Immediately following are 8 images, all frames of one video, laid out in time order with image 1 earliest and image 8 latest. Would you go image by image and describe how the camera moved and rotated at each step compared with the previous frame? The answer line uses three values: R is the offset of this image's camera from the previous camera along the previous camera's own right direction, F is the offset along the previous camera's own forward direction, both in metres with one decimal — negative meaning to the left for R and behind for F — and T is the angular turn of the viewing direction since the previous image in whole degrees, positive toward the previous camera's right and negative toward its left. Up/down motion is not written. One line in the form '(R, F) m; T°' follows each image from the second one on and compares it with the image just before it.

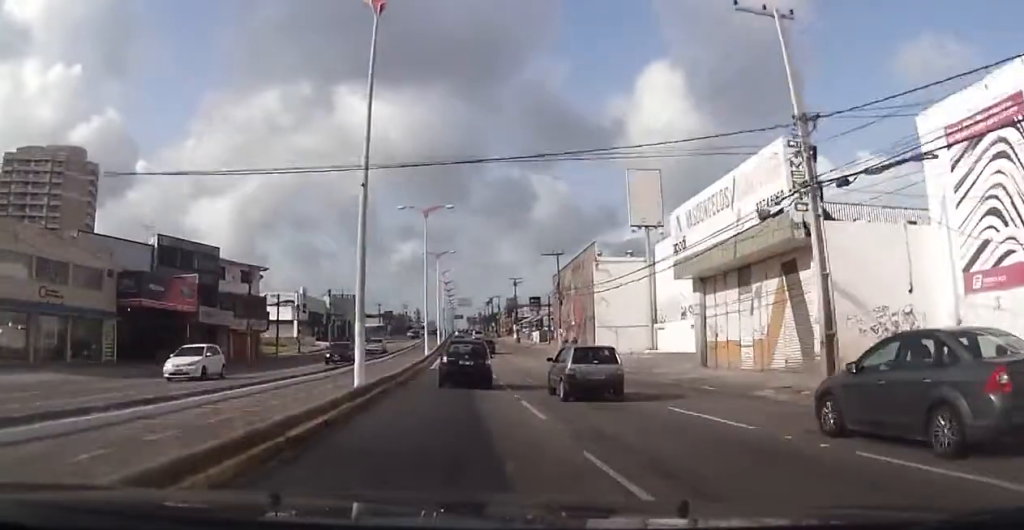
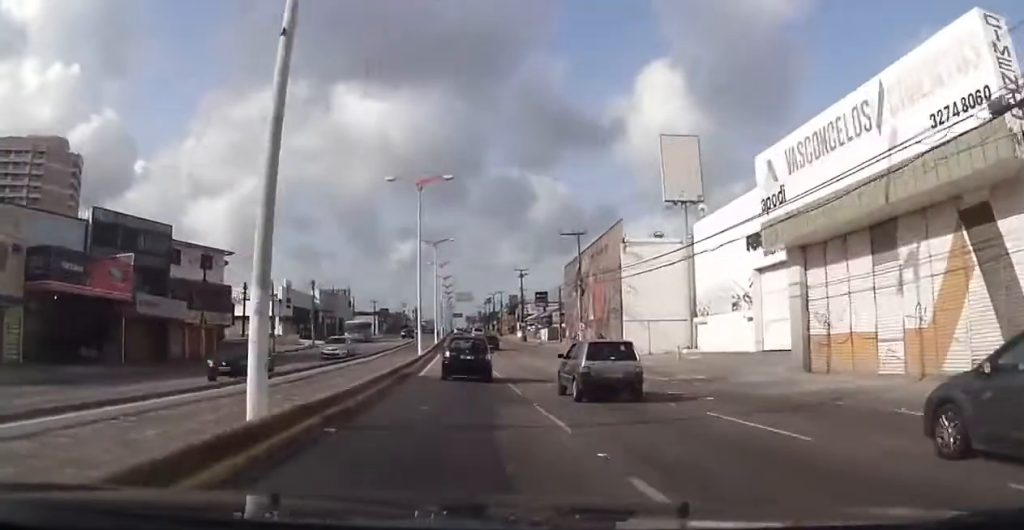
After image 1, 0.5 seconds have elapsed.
(0.0, +10.4) m; +1°
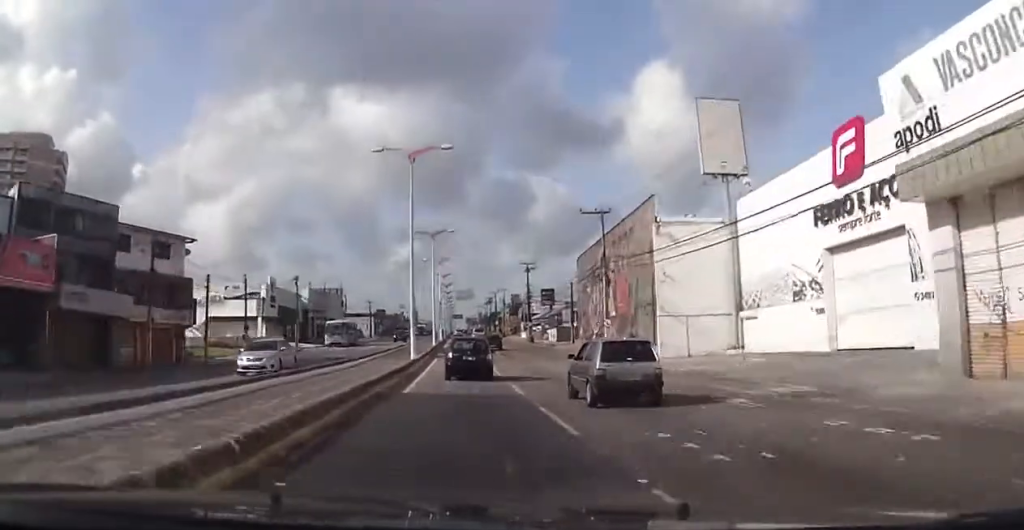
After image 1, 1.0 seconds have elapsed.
(0.0, +8.5) m; +1°
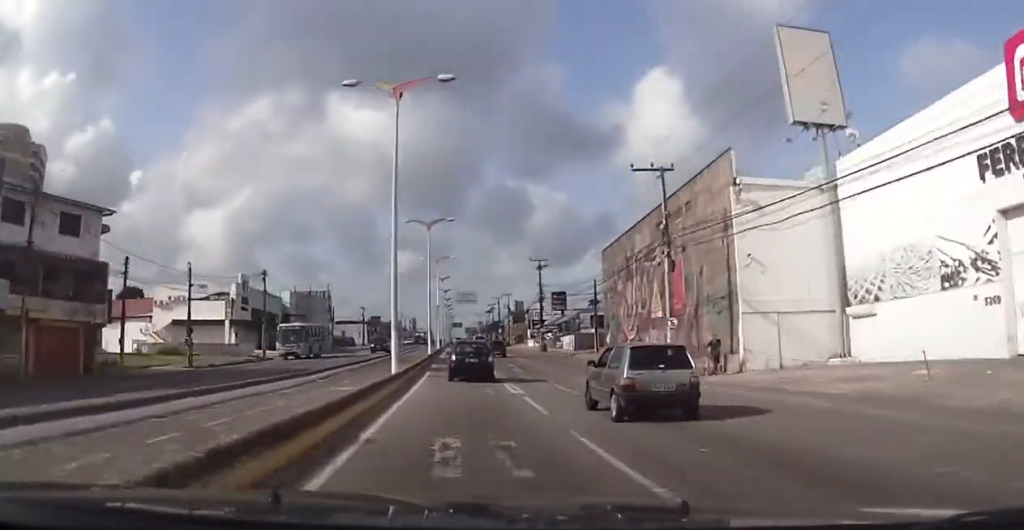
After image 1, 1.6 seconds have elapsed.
(+0.3, +12.4) m; +1°
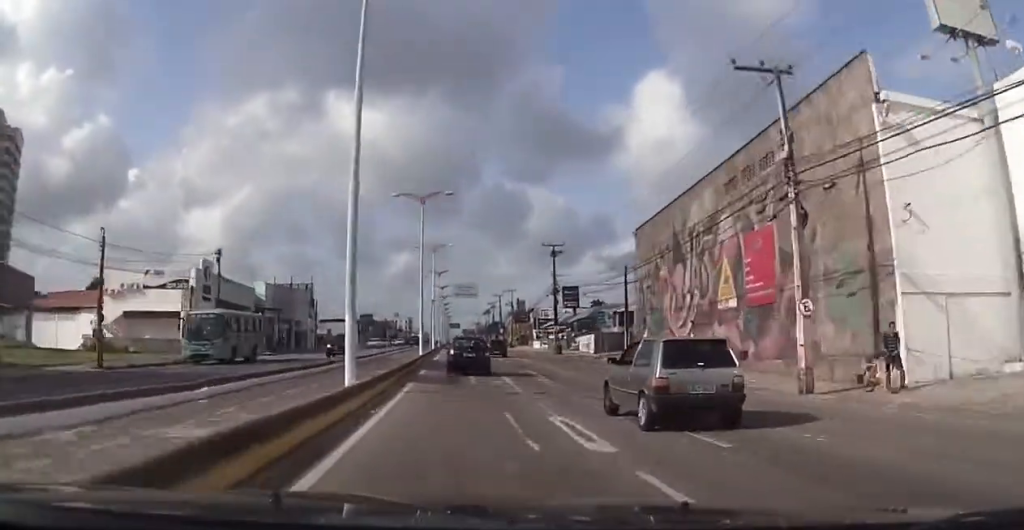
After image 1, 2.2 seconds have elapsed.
(+0.1, +11.7) m; 0°
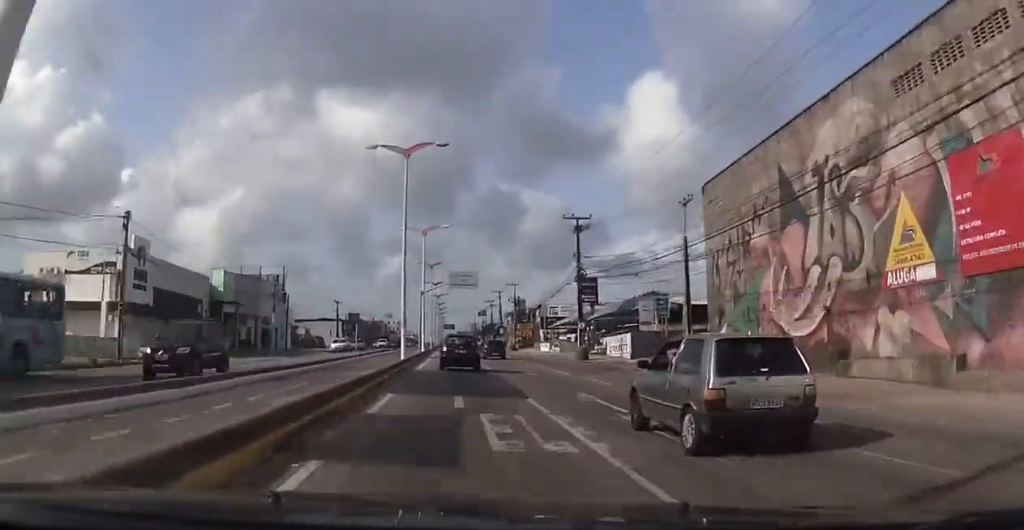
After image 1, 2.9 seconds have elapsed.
(+0.1, +14.3) m; -1°
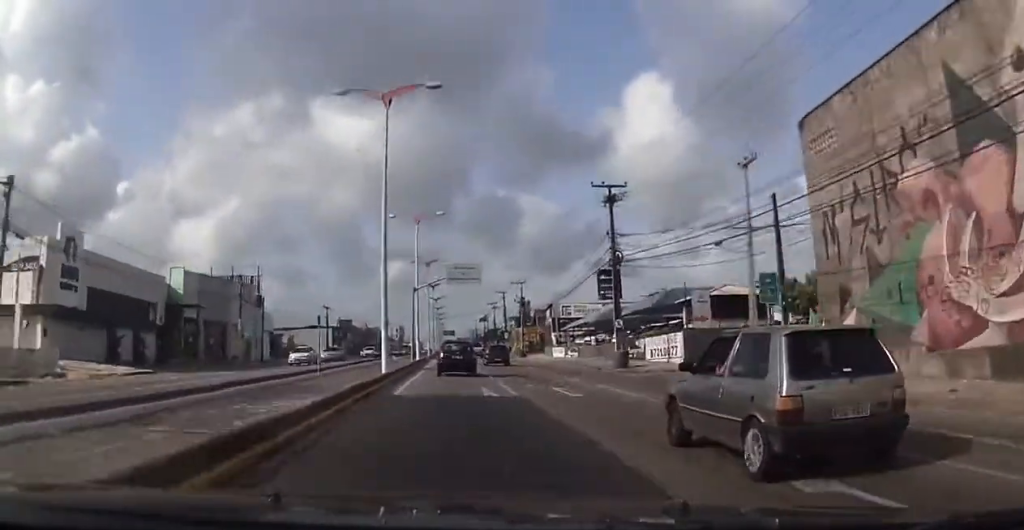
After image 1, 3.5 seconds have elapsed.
(-0.3, +10.9) m; 0°
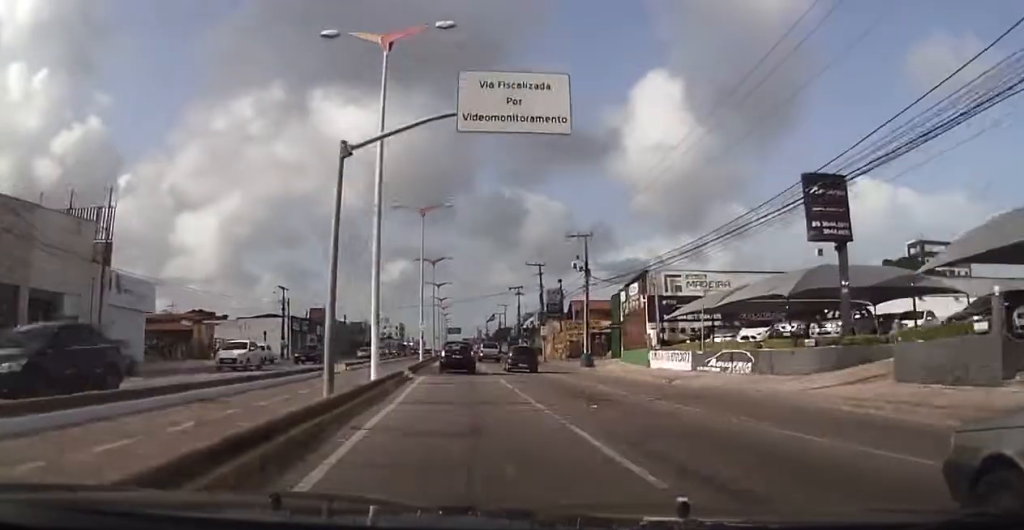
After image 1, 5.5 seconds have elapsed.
(-0.1, +37.2) m; 0°
